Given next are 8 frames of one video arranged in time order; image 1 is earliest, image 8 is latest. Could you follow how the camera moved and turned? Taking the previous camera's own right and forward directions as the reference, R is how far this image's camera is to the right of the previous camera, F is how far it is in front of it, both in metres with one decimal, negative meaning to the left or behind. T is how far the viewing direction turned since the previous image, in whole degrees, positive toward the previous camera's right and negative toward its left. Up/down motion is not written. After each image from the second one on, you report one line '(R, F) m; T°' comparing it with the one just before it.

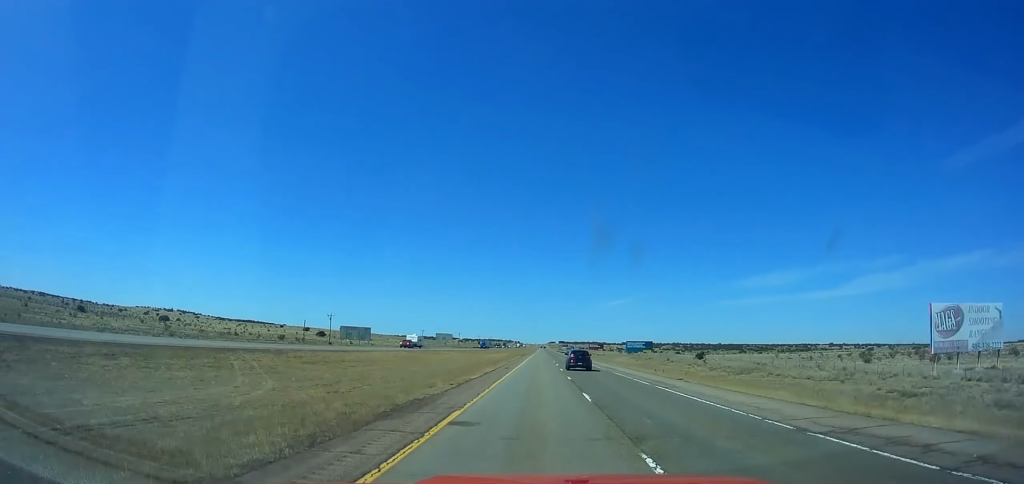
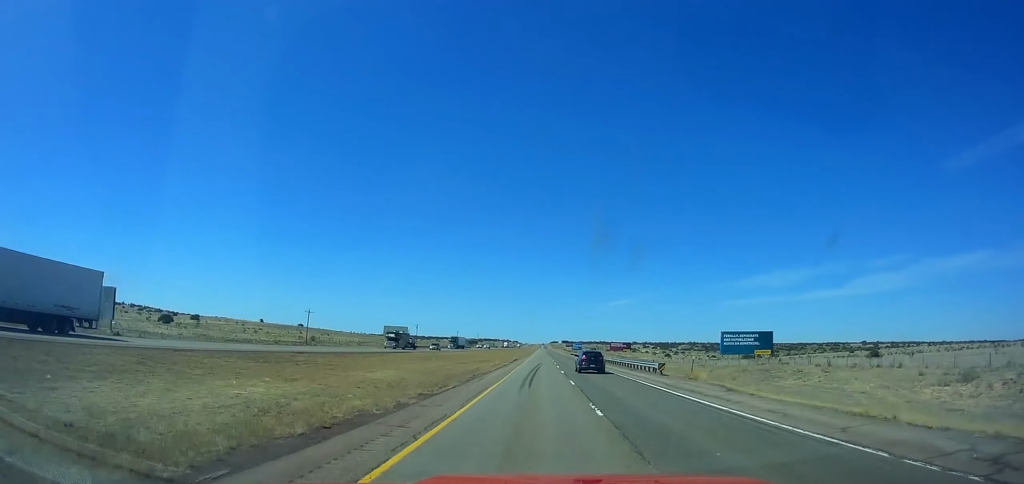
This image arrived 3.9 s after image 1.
(0.0, +137.8) m; 0°
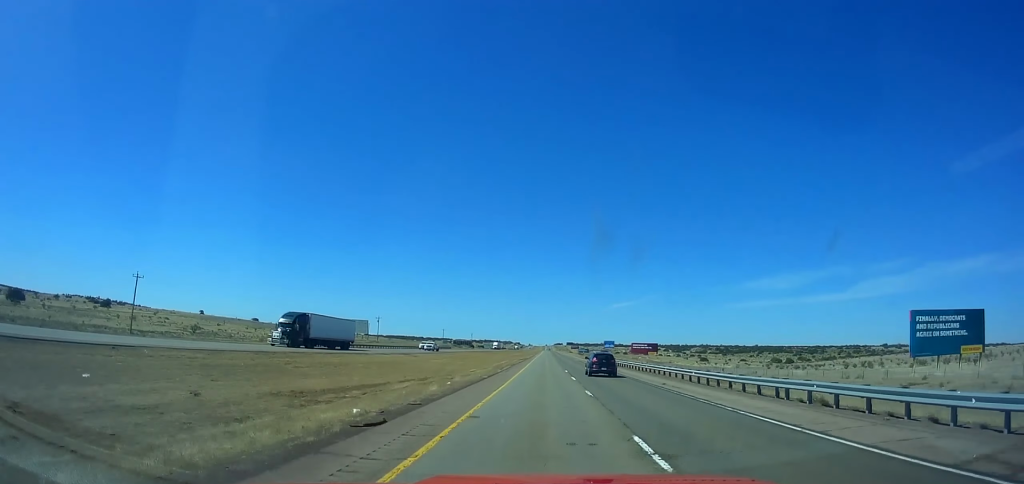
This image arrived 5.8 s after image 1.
(0.0, +65.9) m; 0°
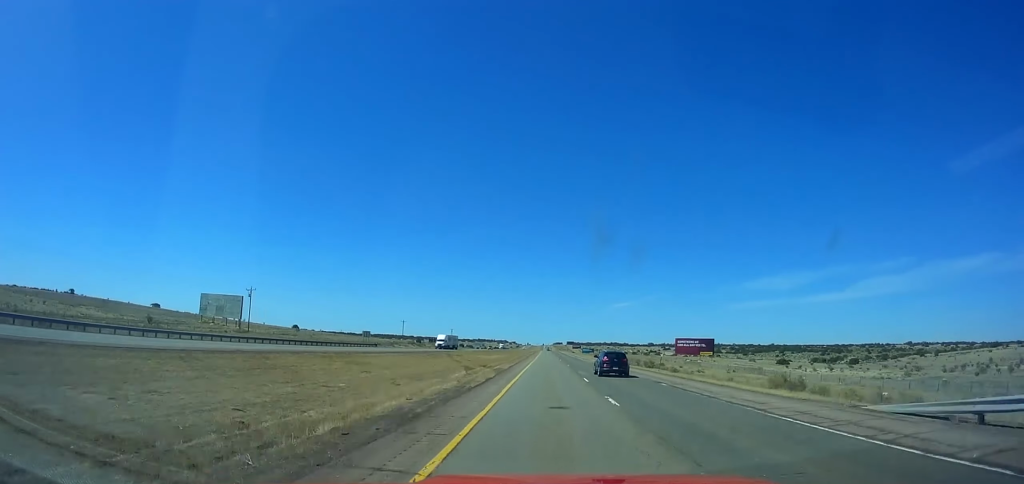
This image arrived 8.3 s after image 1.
(0.0, +85.0) m; 0°
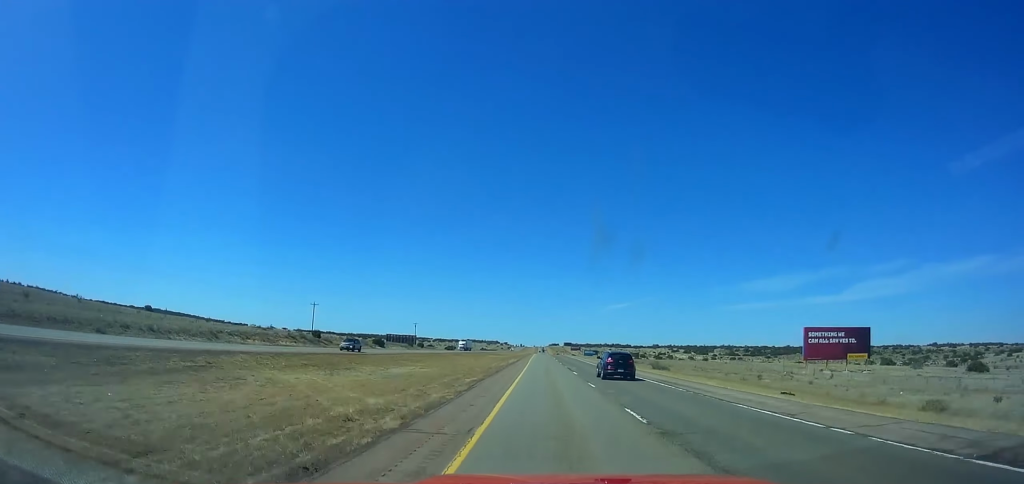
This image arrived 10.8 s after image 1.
(0.0, +82.2) m; 0°
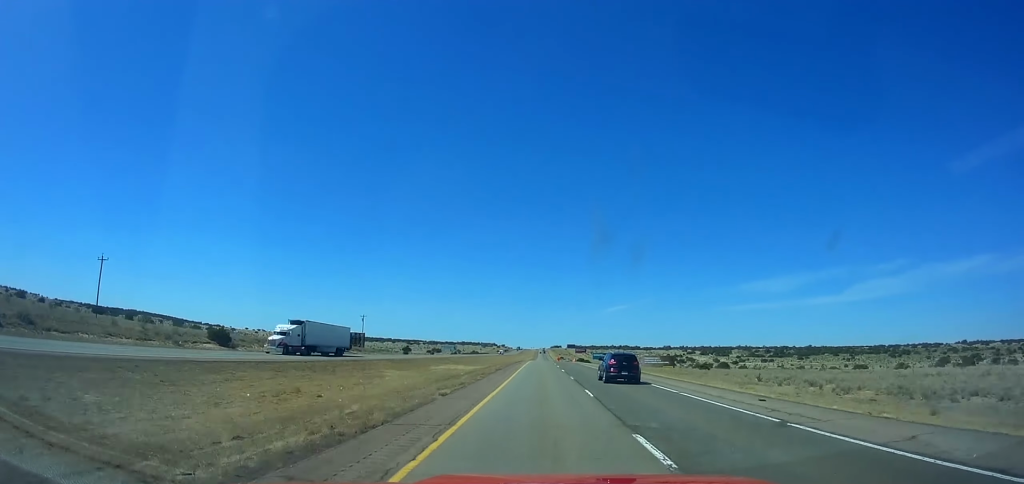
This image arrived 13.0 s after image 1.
(+0.1, +70.1) m; 0°
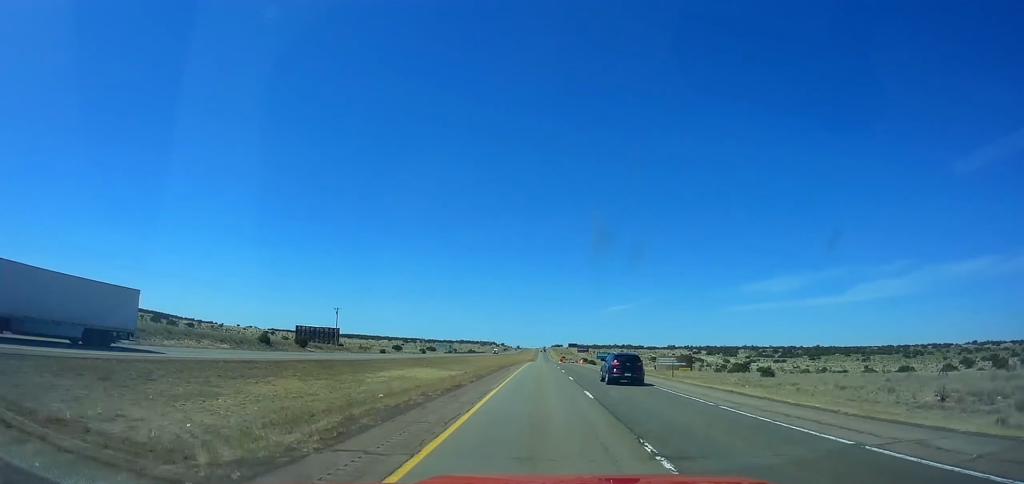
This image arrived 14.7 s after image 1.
(0.0, +54.9) m; 0°
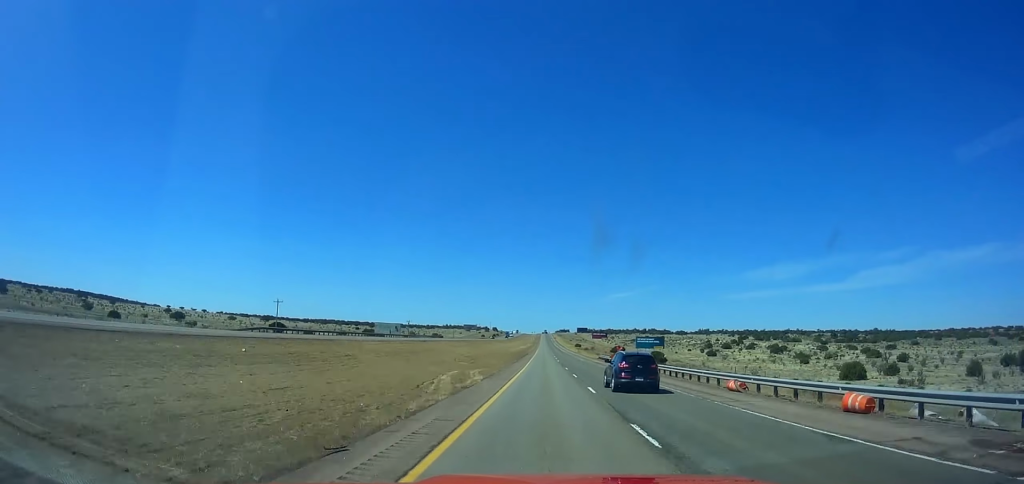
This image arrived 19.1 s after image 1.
(-0.4, +148.0) m; 0°
